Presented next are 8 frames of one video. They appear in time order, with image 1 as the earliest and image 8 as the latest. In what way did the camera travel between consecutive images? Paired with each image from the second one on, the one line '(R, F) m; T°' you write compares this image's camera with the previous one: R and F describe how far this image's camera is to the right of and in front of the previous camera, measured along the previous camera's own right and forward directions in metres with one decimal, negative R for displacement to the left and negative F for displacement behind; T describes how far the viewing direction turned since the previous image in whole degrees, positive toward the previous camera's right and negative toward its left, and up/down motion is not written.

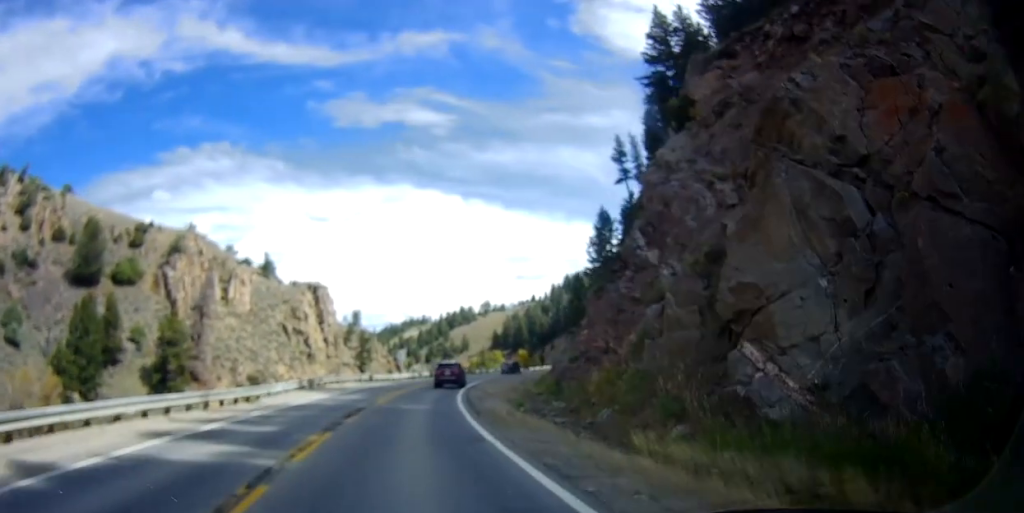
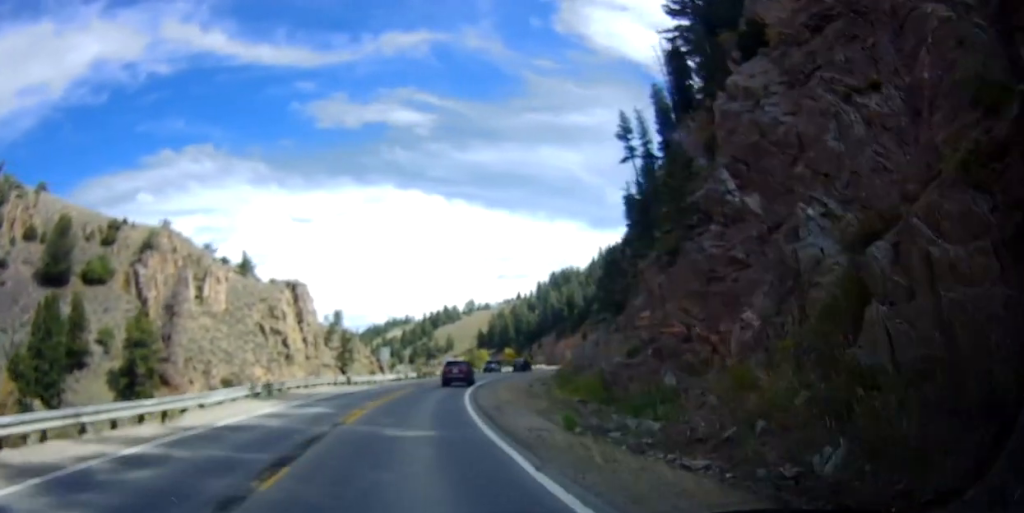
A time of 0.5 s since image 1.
(+0.2, +9.6) m; +2°
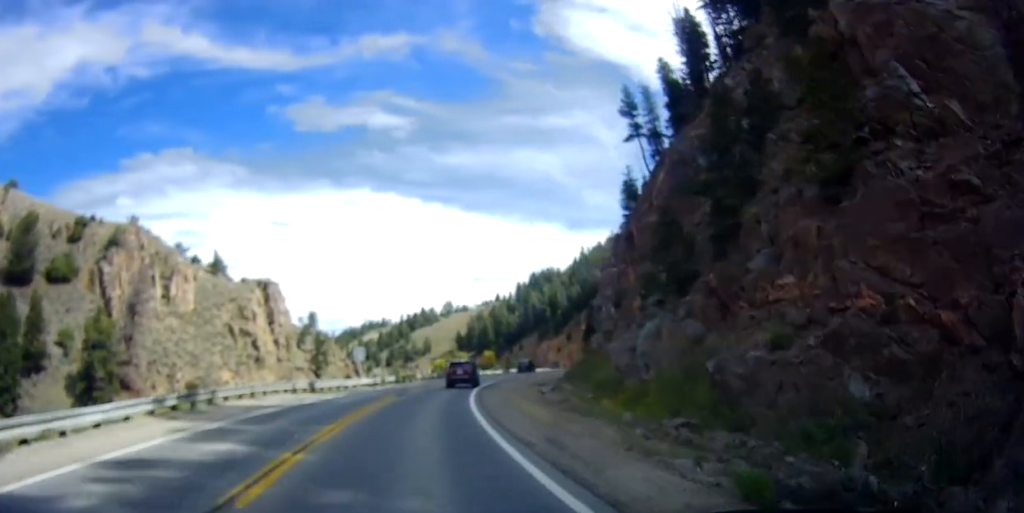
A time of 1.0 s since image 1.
(+0.2, +10.2) m; +2°
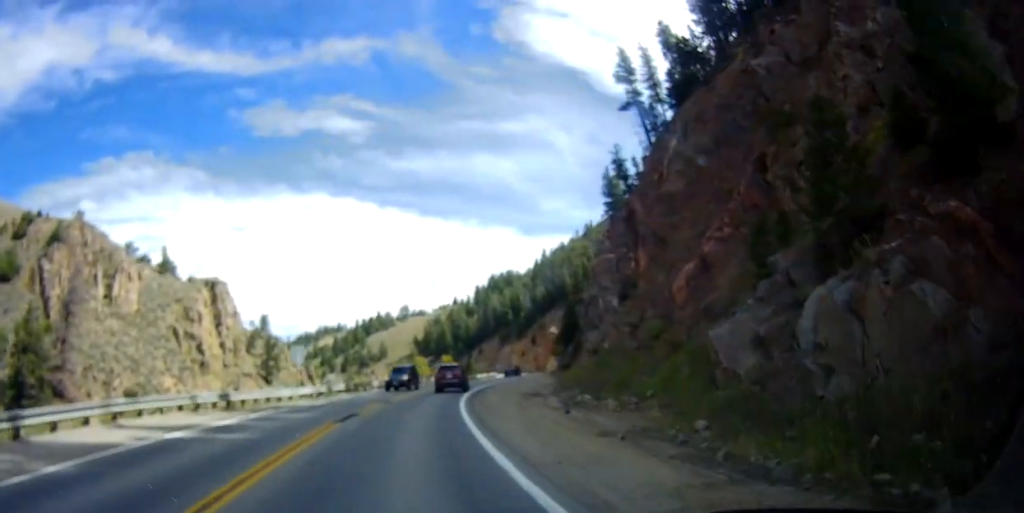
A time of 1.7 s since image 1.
(+0.3, +12.5) m; +2°
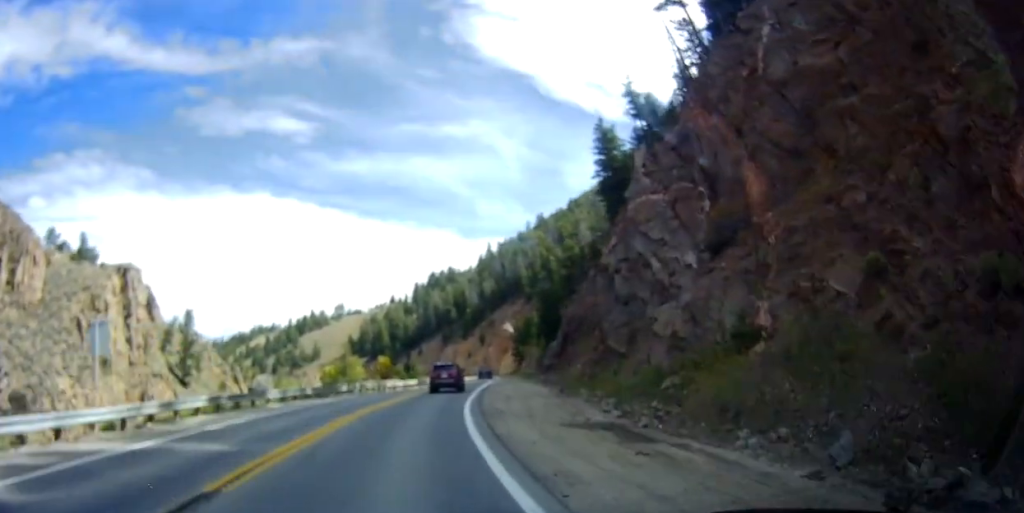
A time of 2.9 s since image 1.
(+0.6, +23.2) m; +4°
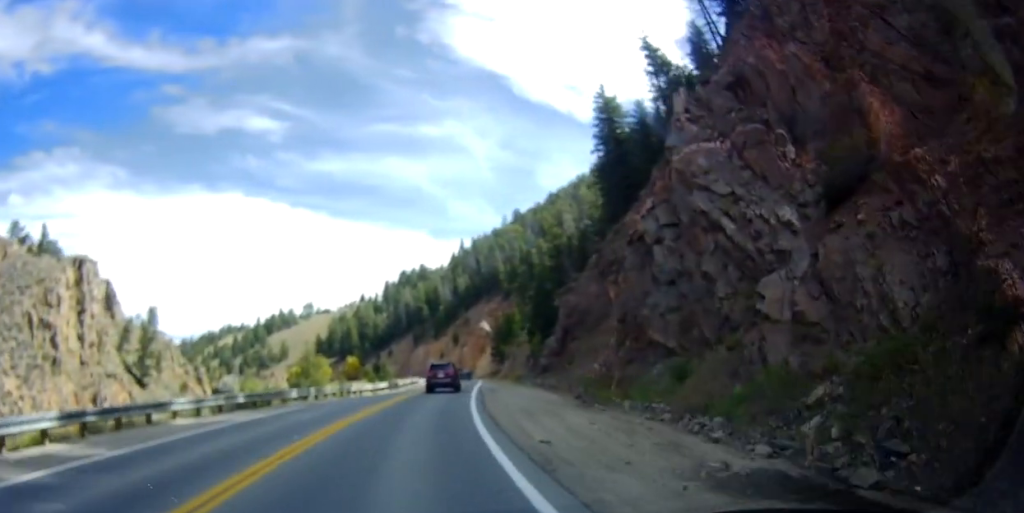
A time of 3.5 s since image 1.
(+0.2, +10.6) m; +3°
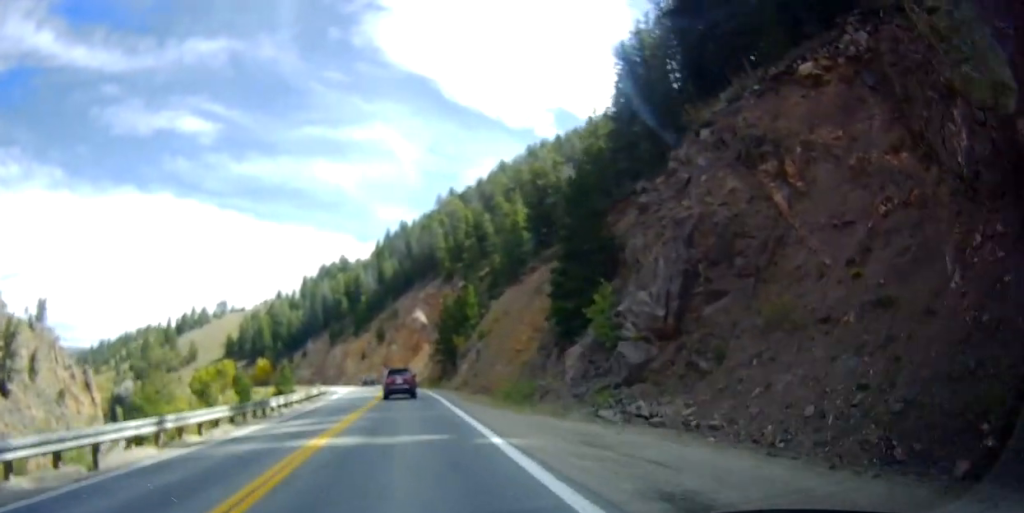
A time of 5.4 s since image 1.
(+2.7, +34.6) m; +8°
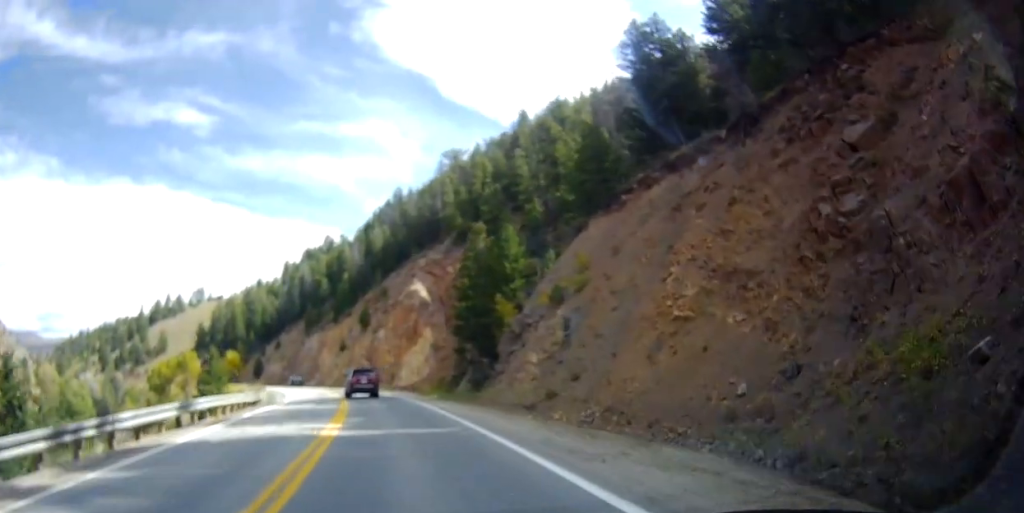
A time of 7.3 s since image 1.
(+1.5, +31.5) m; +3°
